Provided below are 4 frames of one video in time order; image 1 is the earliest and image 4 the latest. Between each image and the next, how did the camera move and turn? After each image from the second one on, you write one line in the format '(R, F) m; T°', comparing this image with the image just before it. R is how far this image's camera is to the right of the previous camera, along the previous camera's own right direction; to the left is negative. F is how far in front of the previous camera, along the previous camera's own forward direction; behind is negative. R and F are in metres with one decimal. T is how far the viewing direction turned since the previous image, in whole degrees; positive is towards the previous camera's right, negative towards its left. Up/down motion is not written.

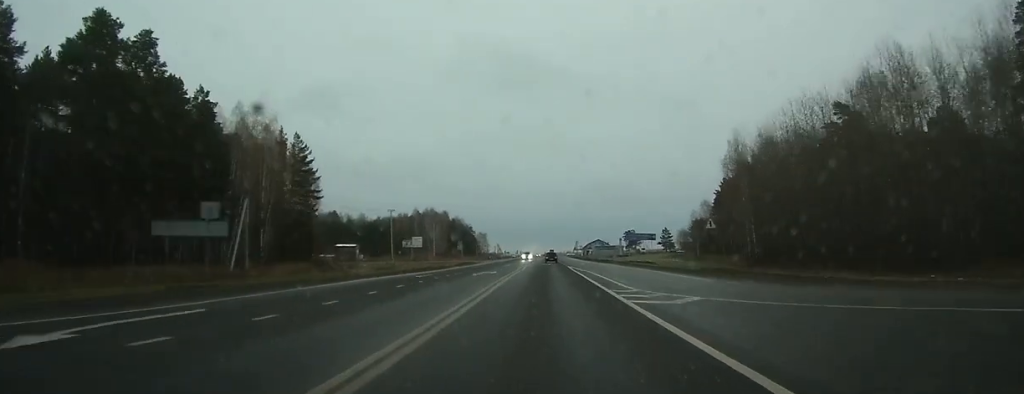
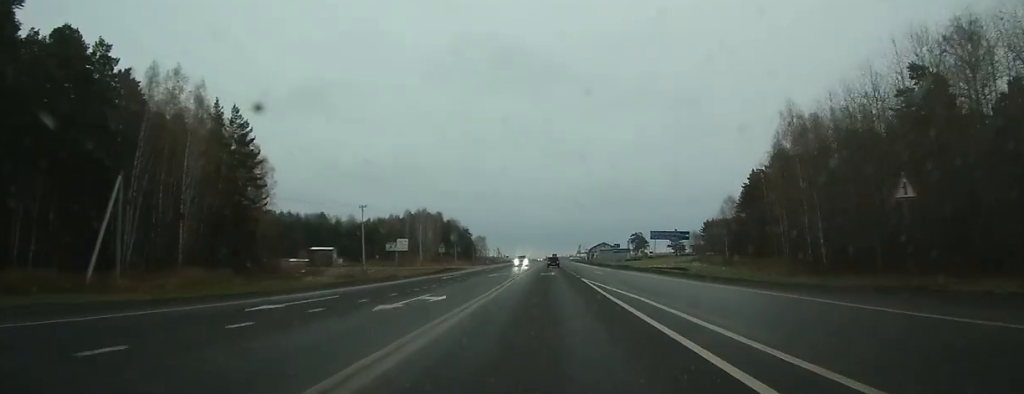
(0.0, +21.3) m; 0°
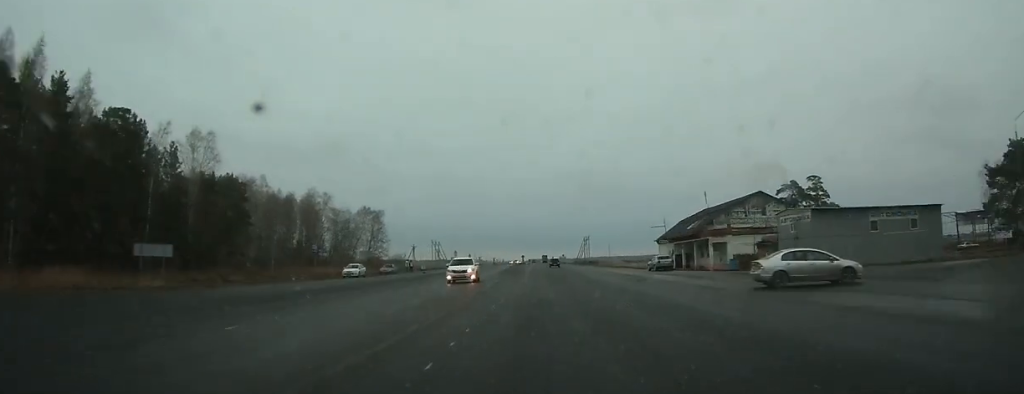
(+2.4, +249.9) m; +1°
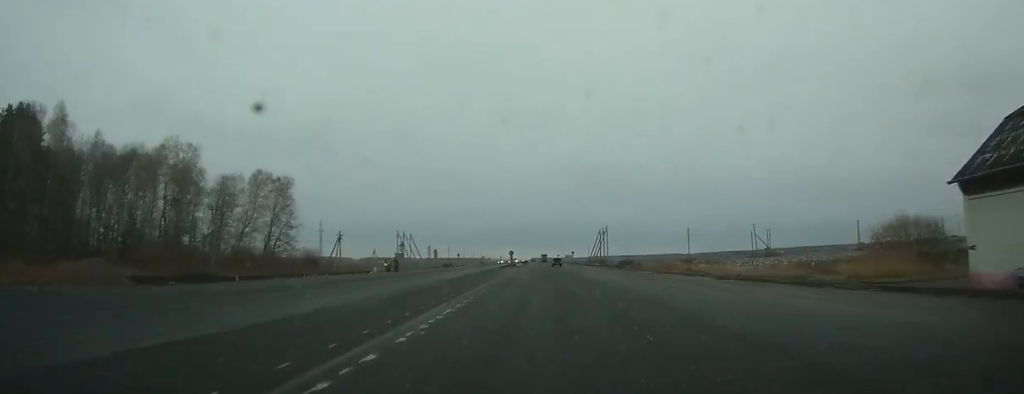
(+0.1, +71.7) m; 0°
